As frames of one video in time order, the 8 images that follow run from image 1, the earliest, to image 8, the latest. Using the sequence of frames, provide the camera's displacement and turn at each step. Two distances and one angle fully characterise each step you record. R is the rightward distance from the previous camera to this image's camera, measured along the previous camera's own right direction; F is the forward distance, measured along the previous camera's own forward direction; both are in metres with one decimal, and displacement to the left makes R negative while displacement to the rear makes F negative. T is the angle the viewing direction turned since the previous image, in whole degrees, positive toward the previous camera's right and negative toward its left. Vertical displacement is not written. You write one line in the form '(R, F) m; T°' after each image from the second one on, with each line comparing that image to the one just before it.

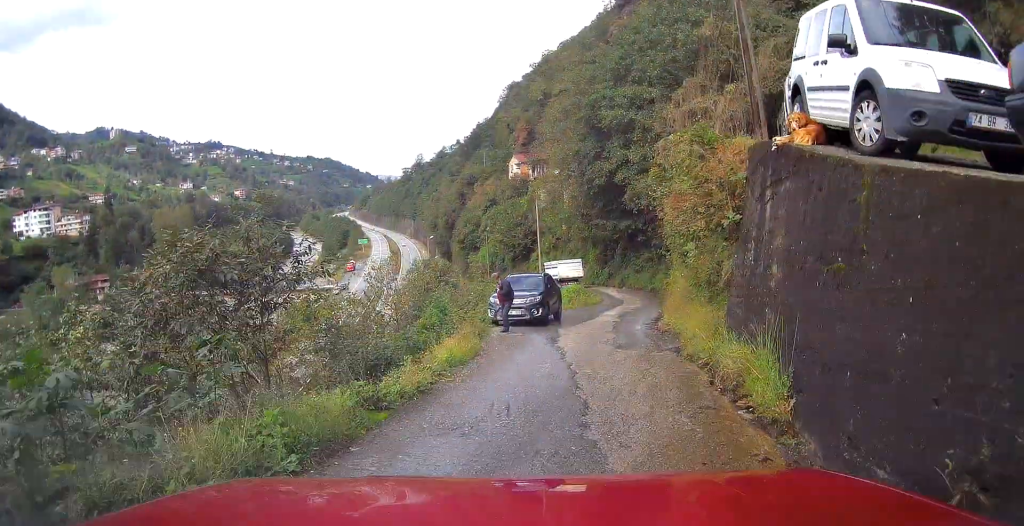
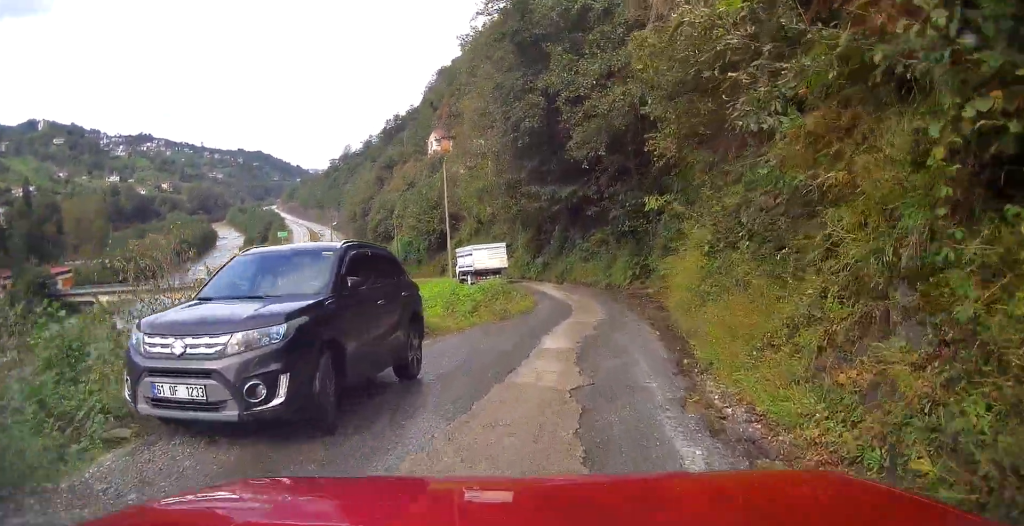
(+1.0, +11.7) m; +10°
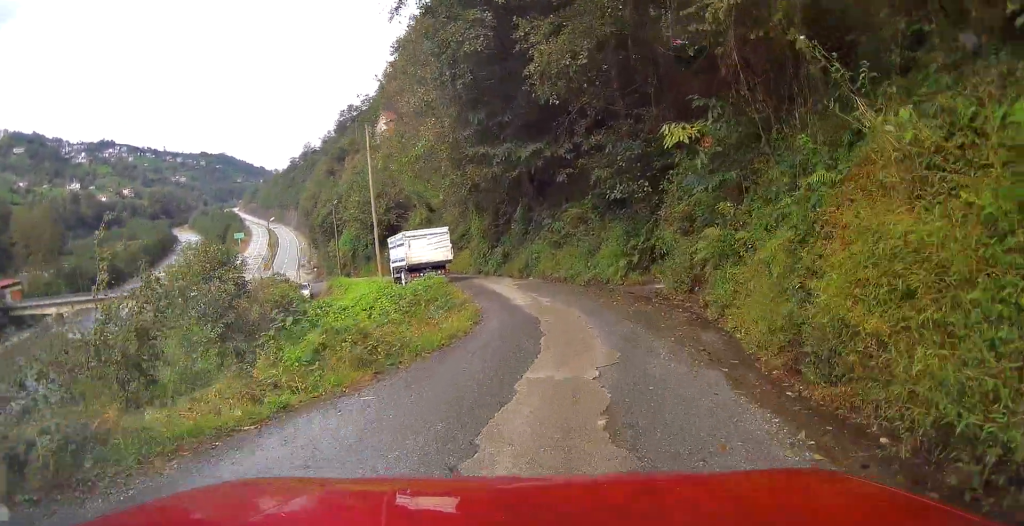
(+0.2, +7.8) m; +4°
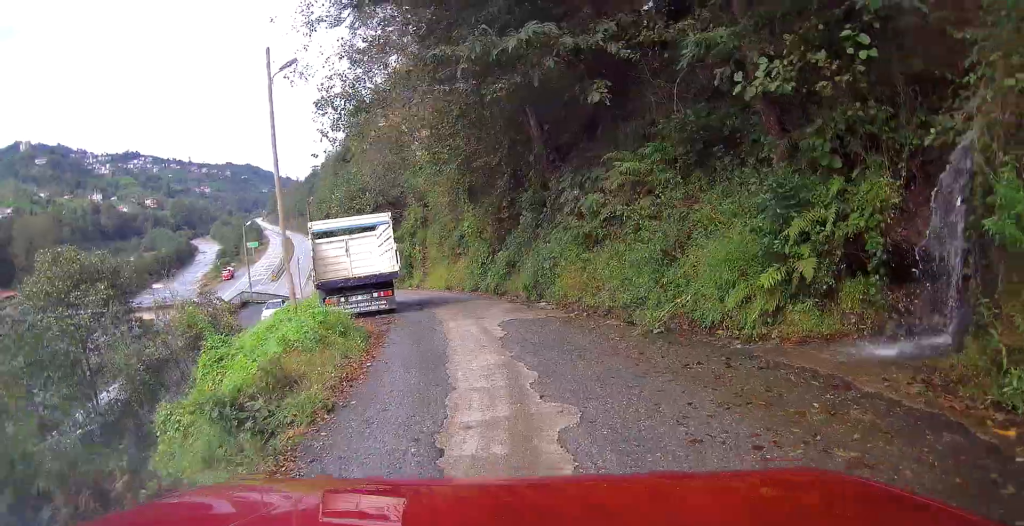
(+0.3, +11.6) m; 0°
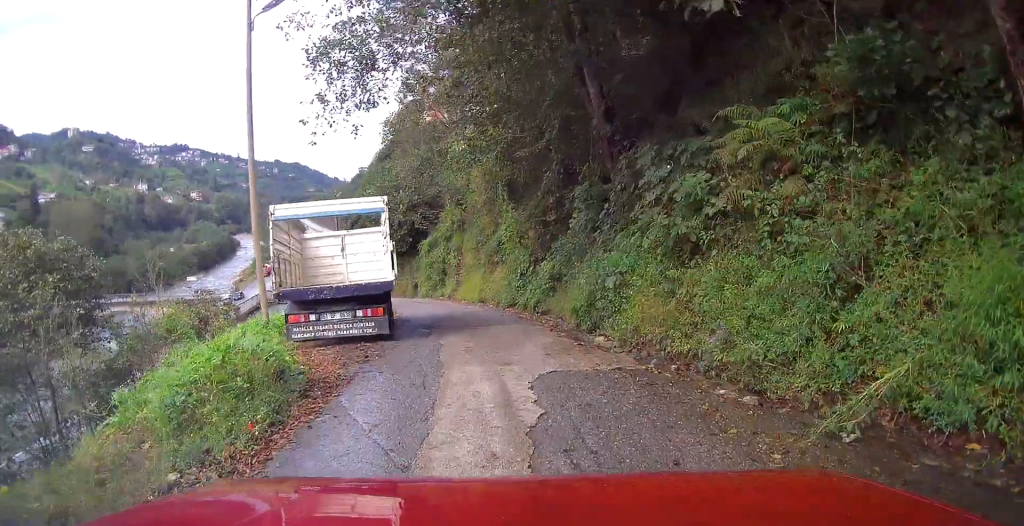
(-0.1, +4.8) m; -2°
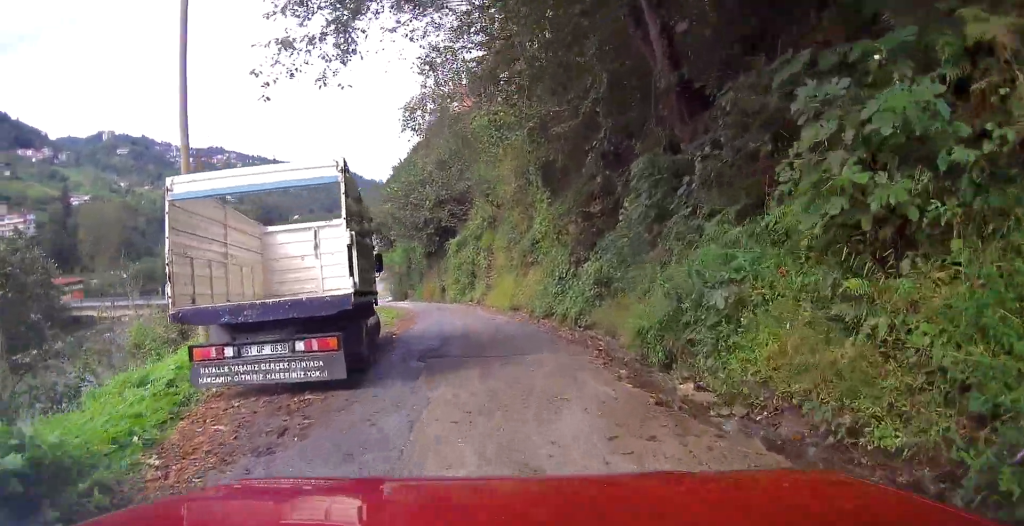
(-0.1, +4.3) m; -3°
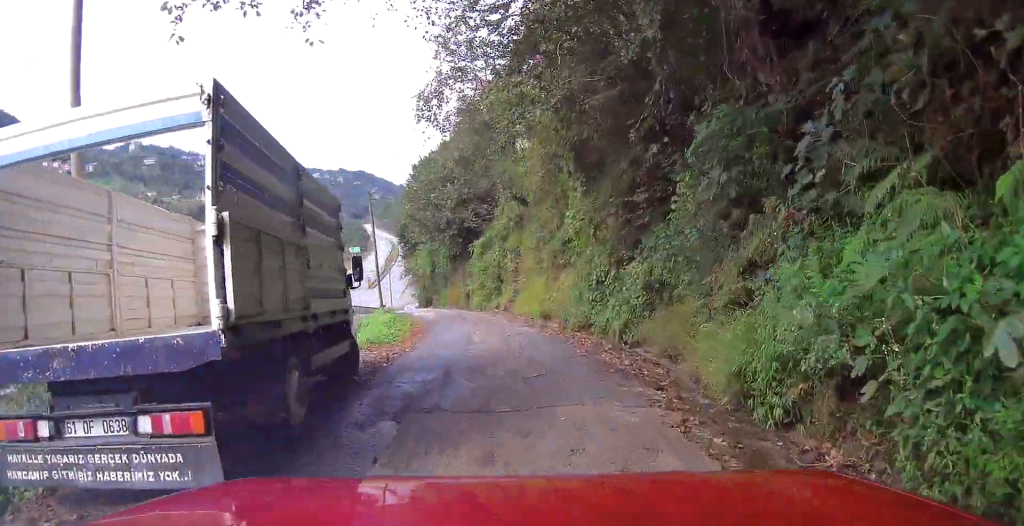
(+0.1, +3.4) m; -2°
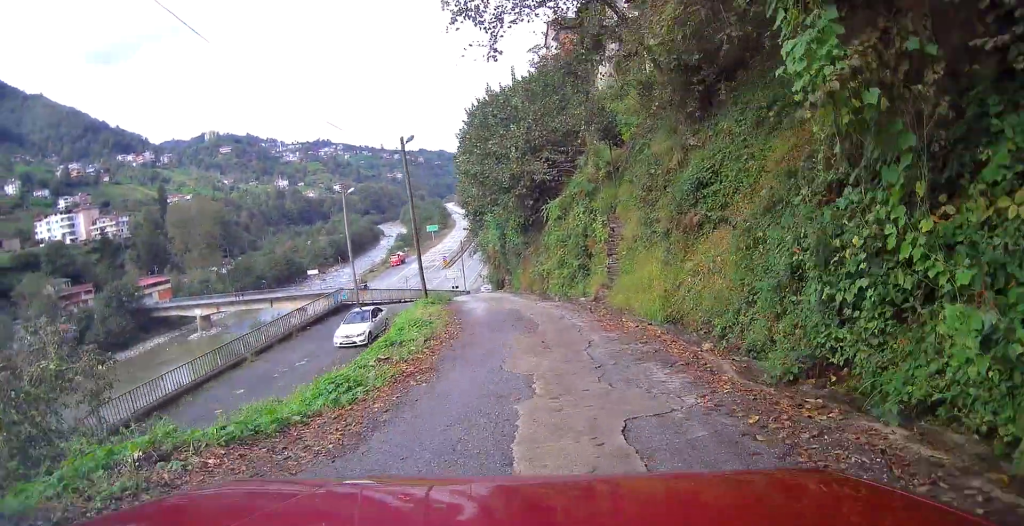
(-0.7, +11.6) m; -4°
